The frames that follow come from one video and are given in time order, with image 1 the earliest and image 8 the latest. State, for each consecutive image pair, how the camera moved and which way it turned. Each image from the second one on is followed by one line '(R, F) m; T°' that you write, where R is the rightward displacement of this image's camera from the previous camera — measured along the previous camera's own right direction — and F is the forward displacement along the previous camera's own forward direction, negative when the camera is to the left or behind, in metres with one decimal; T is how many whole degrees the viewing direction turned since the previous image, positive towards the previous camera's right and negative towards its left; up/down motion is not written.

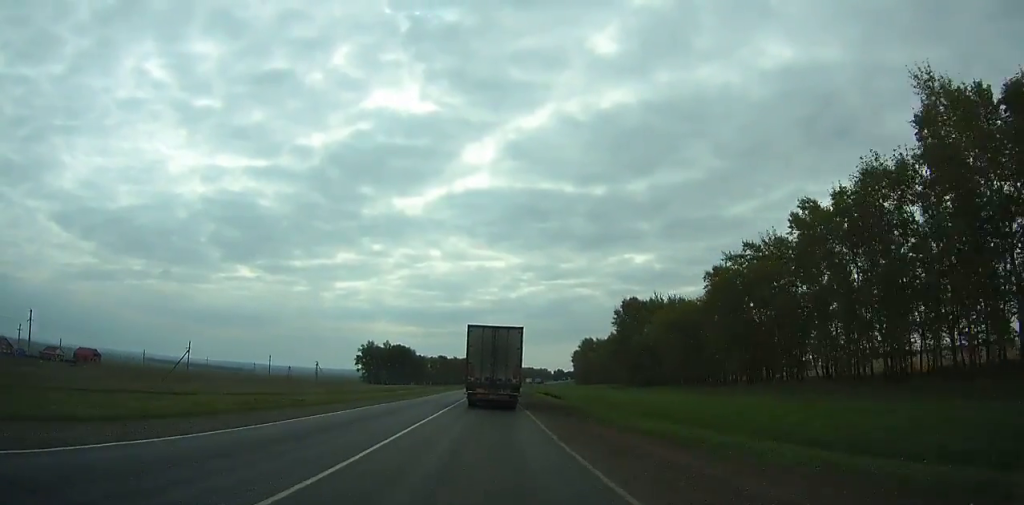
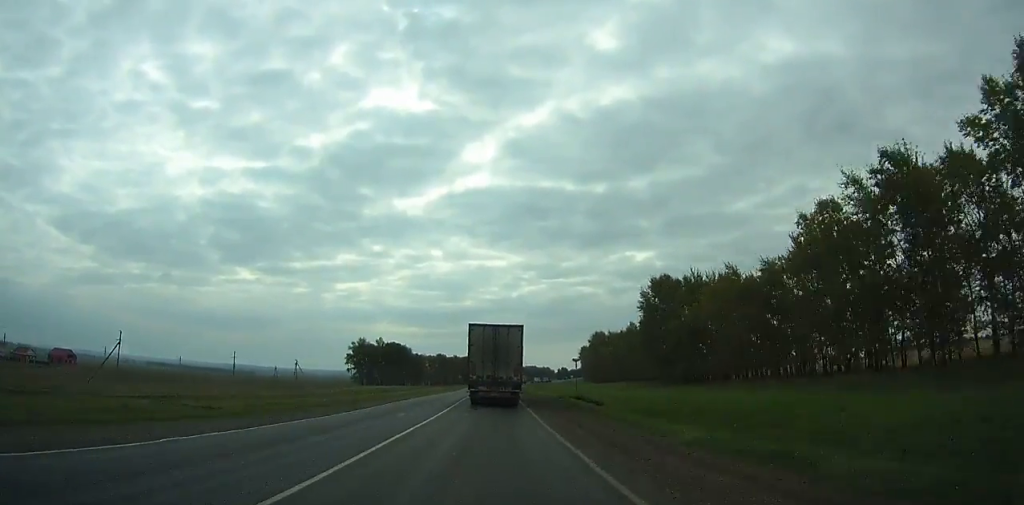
(0.0, +24.9) m; 0°
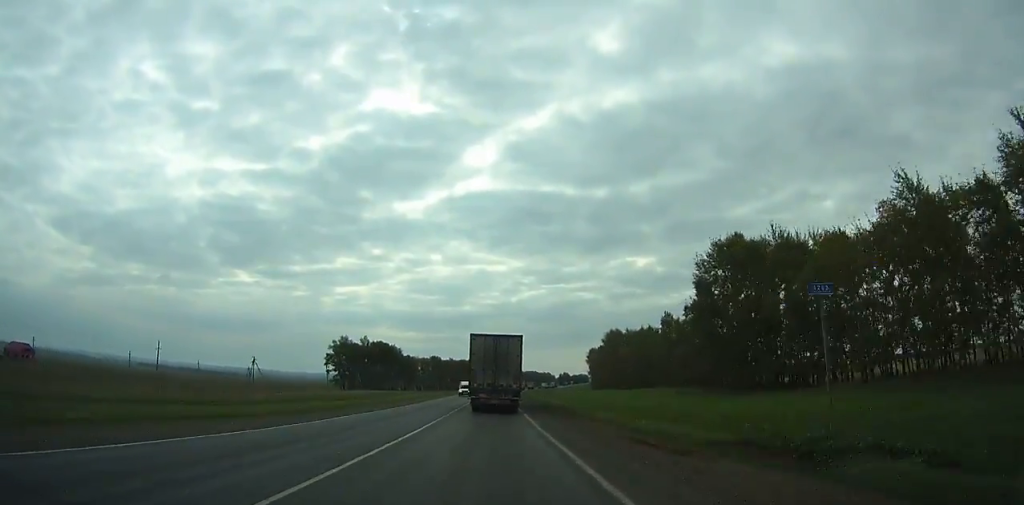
(-0.1, +34.9) m; 0°
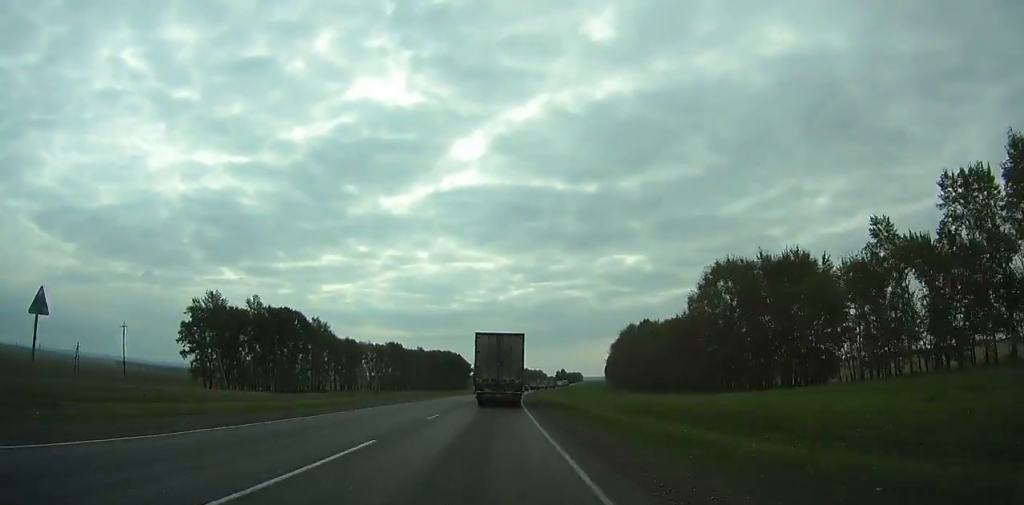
(+0.9, +117.1) m; +1°
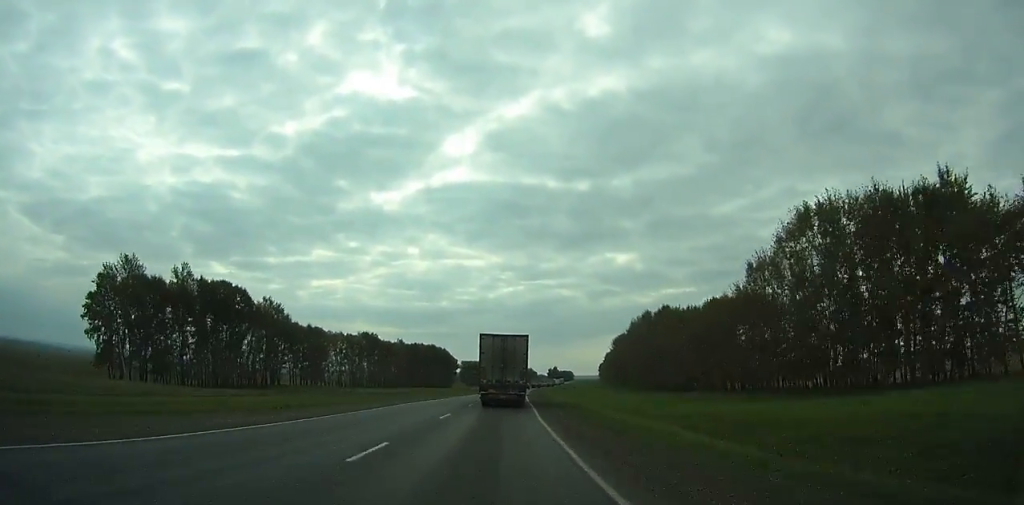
(+0.2, +34.7) m; +1°
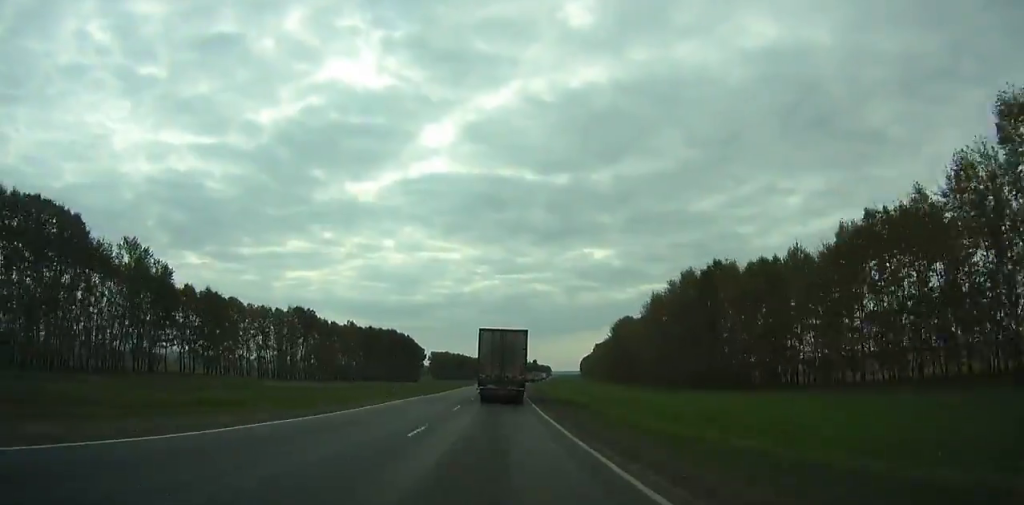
(+0.8, +56.4) m; +2°
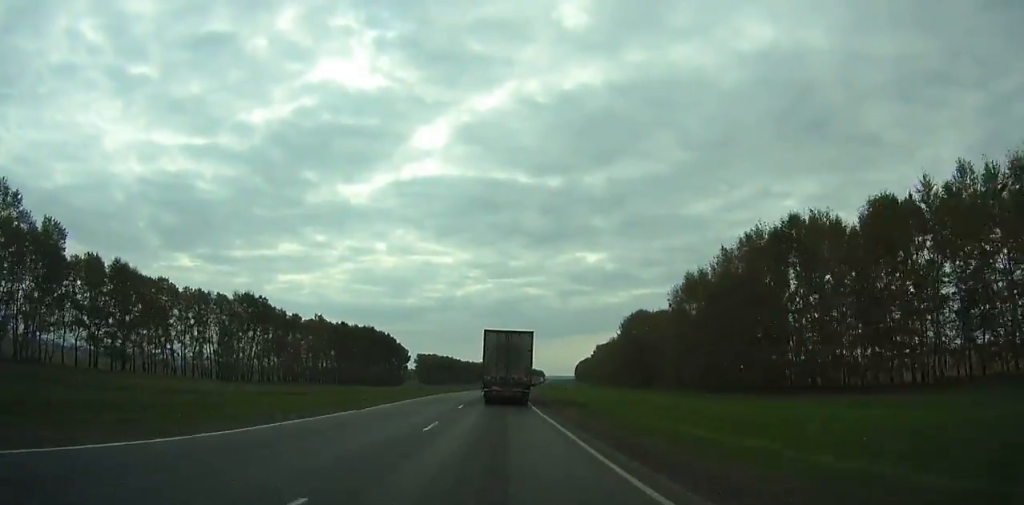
(+0.3, +33.2) m; +1°
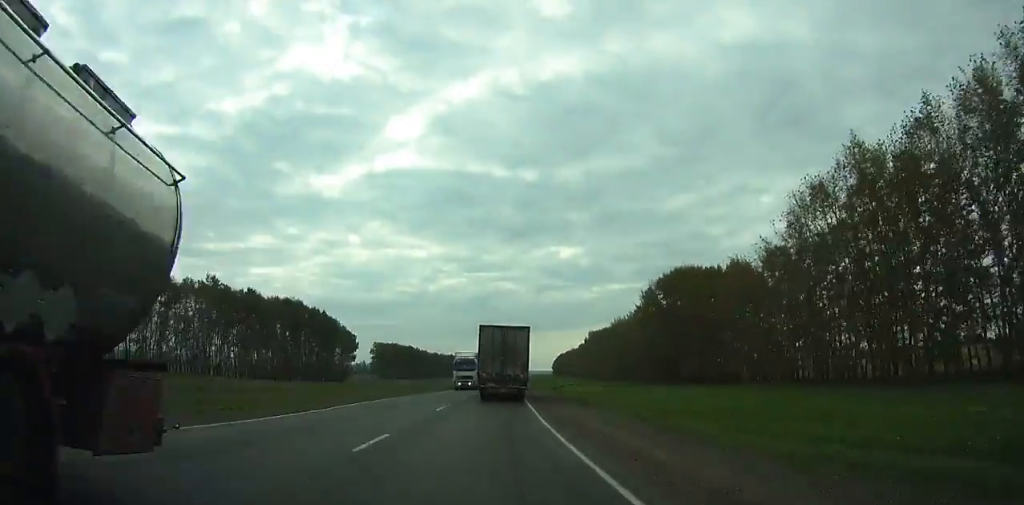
(+1.1, +66.6) m; +2°
